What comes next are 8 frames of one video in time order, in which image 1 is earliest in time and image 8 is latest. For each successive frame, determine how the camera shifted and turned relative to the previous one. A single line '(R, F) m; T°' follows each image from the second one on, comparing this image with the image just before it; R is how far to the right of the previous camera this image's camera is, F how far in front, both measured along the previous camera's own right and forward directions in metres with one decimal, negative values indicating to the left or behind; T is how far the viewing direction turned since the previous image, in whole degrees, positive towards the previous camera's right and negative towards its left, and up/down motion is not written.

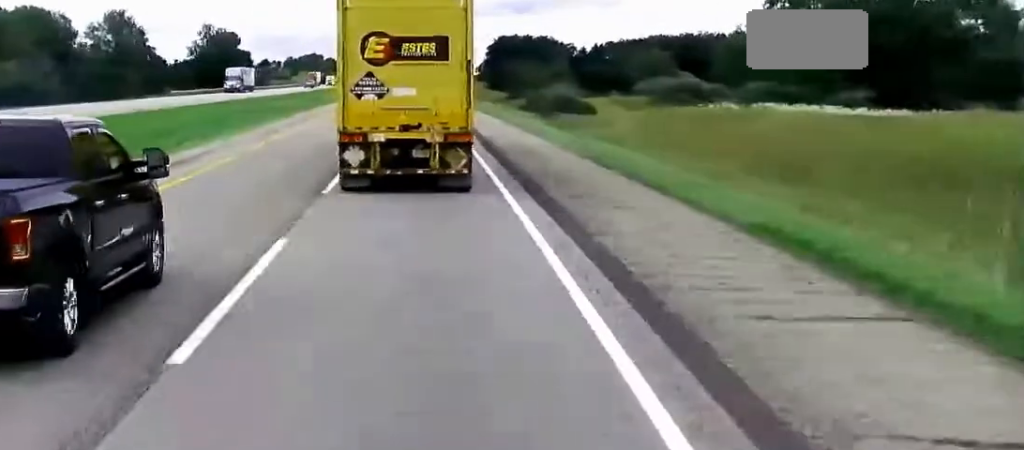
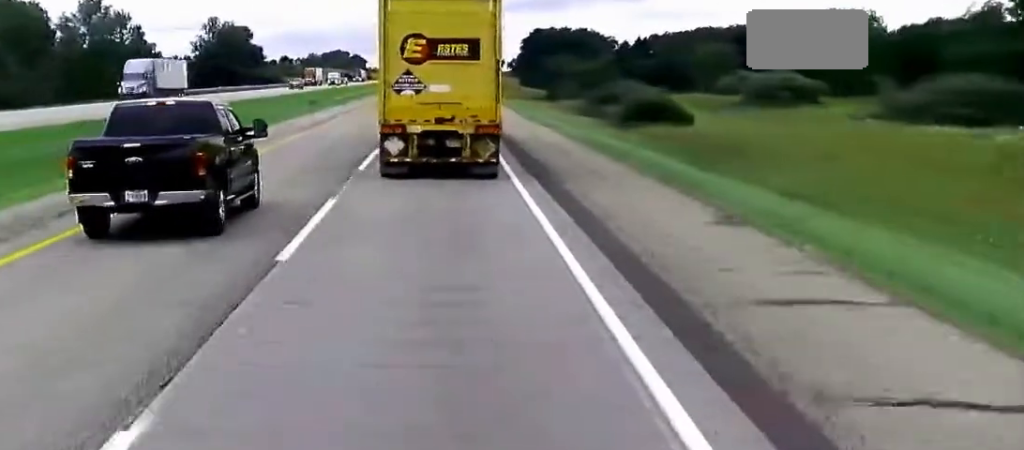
(-0.5, +39.6) m; -1°
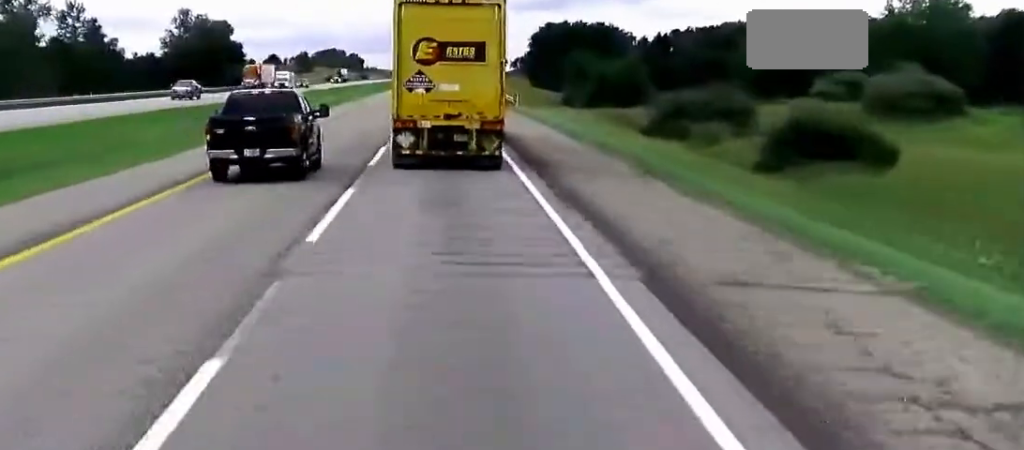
(-0.1, +41.9) m; 0°
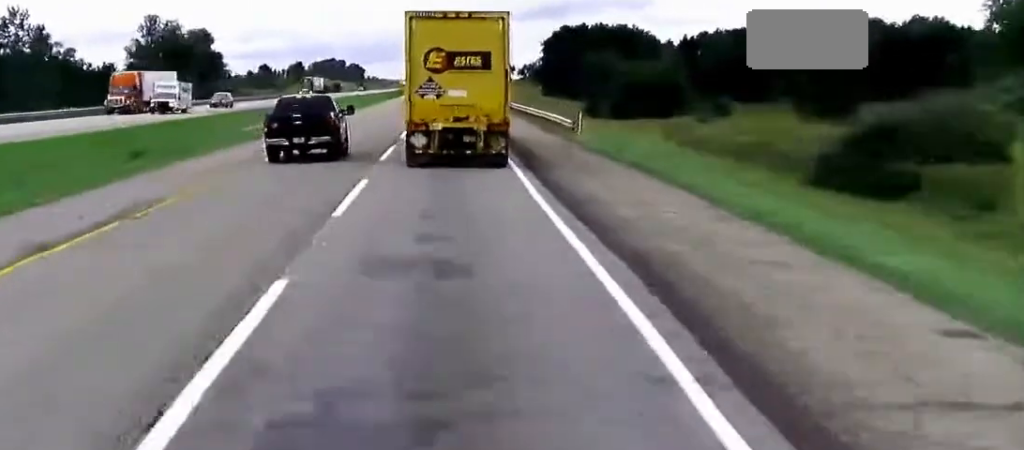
(0.0, +38.6) m; 0°
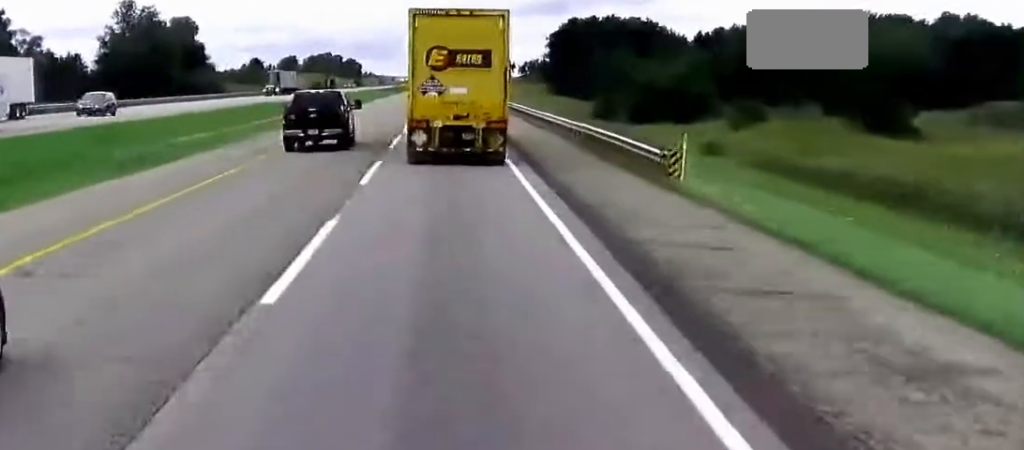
(0.0, +22.7) m; 0°
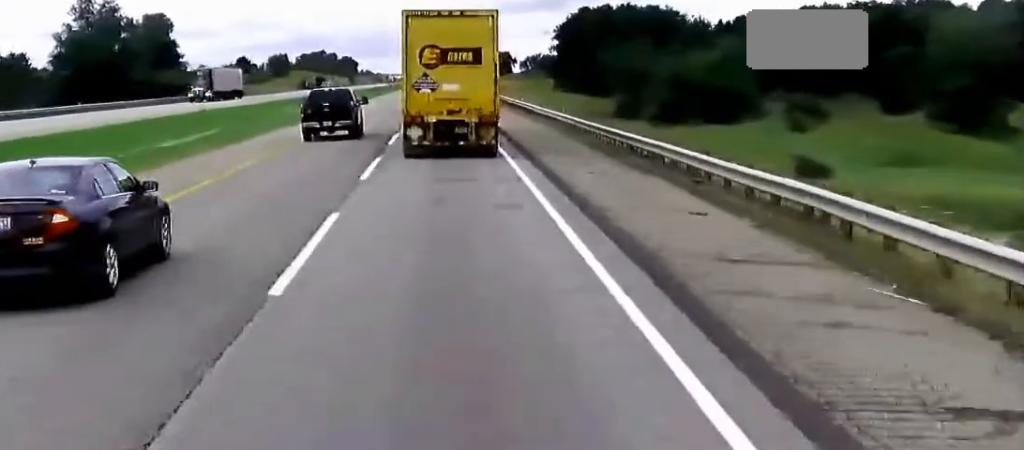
(+0.1, +33.5) m; 0°
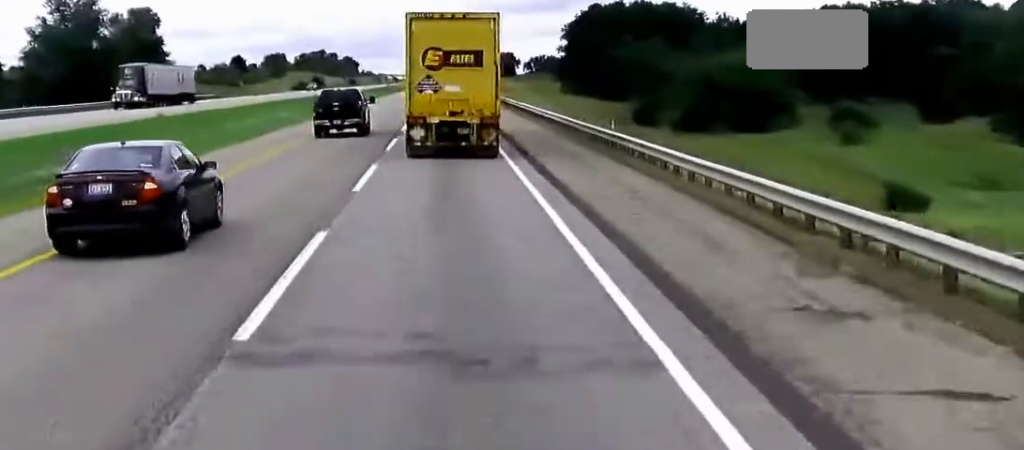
(+0.2, +18.7) m; 0°
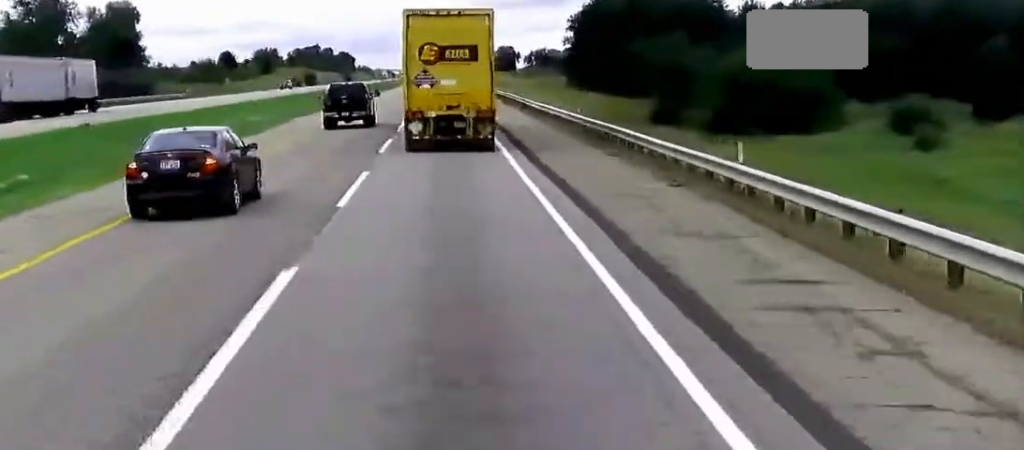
(-0.1, +20.3) m; 0°
